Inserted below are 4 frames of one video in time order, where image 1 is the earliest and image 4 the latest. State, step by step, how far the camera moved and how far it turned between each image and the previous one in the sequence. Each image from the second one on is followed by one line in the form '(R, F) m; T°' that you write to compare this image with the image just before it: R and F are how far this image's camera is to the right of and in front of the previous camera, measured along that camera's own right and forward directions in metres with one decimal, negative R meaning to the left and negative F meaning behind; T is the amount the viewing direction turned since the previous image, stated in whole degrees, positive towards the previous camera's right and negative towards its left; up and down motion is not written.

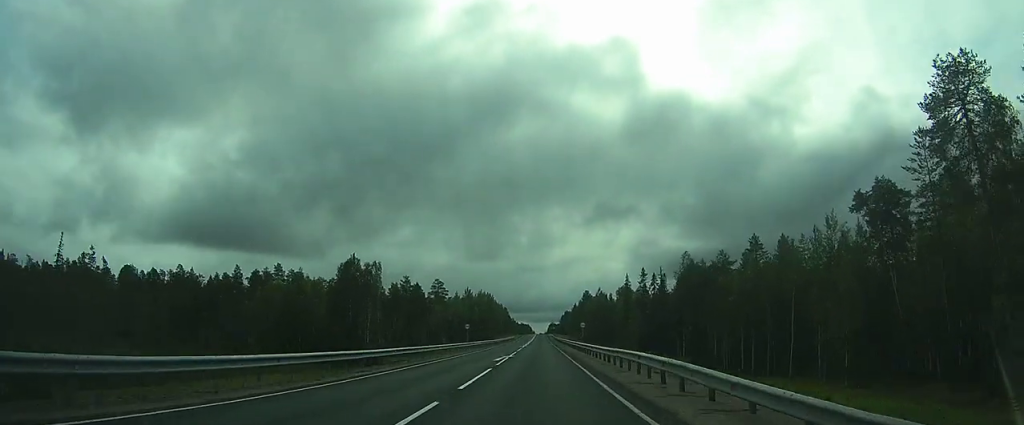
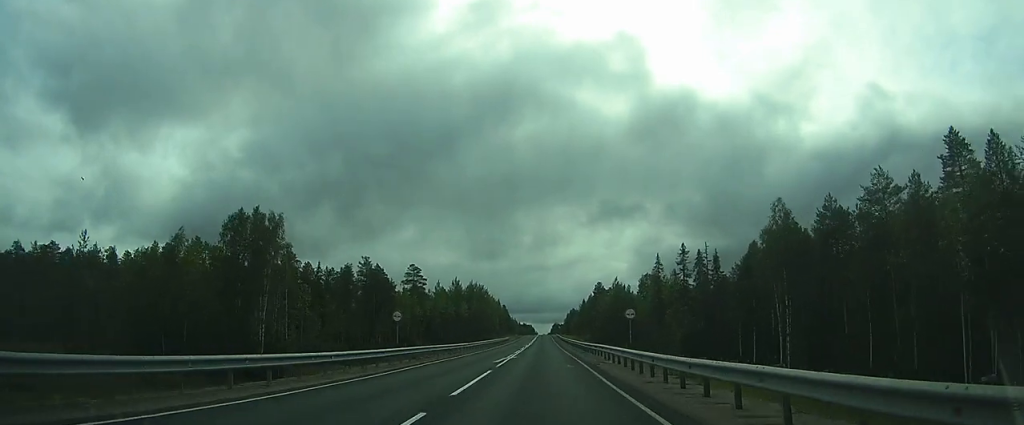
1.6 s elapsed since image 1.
(0.0, +36.7) m; 0°
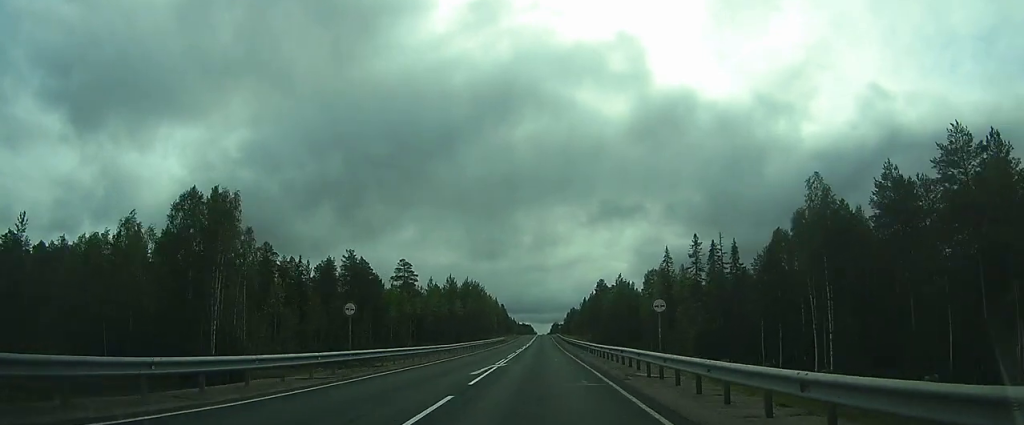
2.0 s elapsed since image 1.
(0.0, +9.0) m; 0°
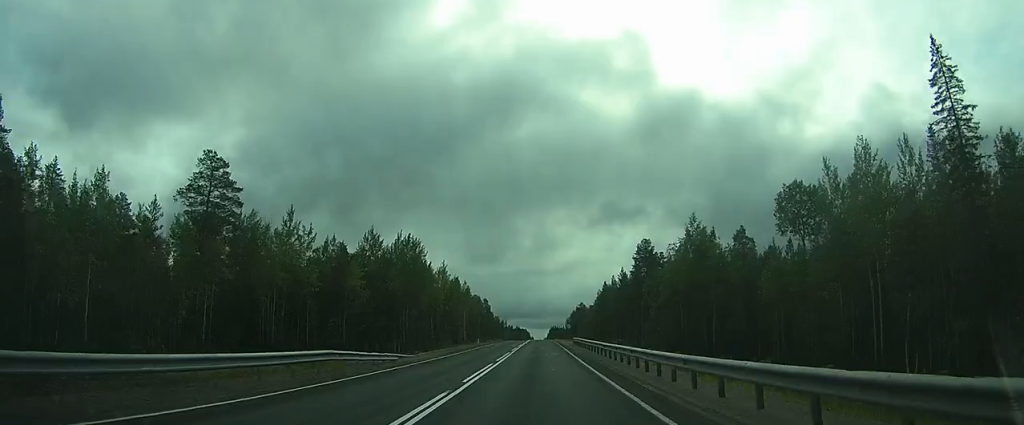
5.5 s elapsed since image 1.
(-0.1, +77.5) m; -1°
